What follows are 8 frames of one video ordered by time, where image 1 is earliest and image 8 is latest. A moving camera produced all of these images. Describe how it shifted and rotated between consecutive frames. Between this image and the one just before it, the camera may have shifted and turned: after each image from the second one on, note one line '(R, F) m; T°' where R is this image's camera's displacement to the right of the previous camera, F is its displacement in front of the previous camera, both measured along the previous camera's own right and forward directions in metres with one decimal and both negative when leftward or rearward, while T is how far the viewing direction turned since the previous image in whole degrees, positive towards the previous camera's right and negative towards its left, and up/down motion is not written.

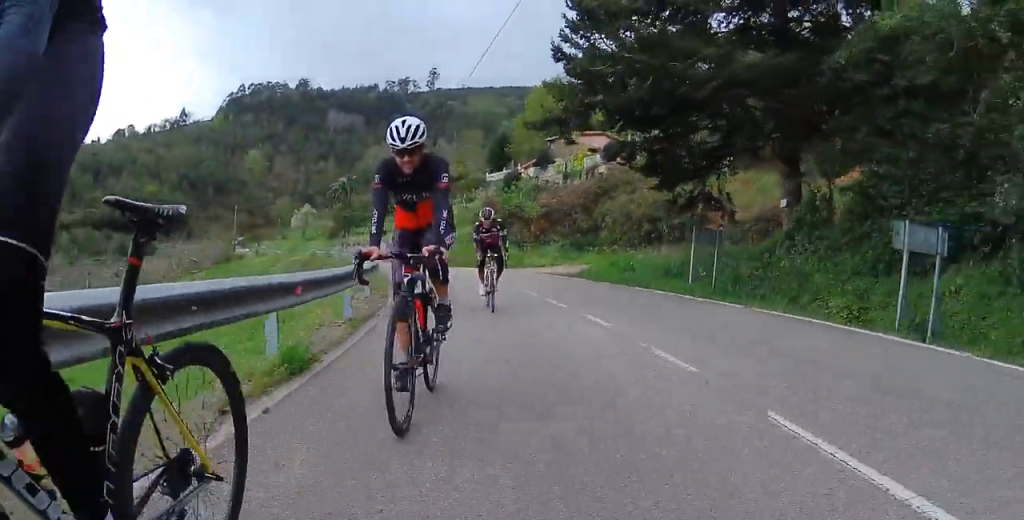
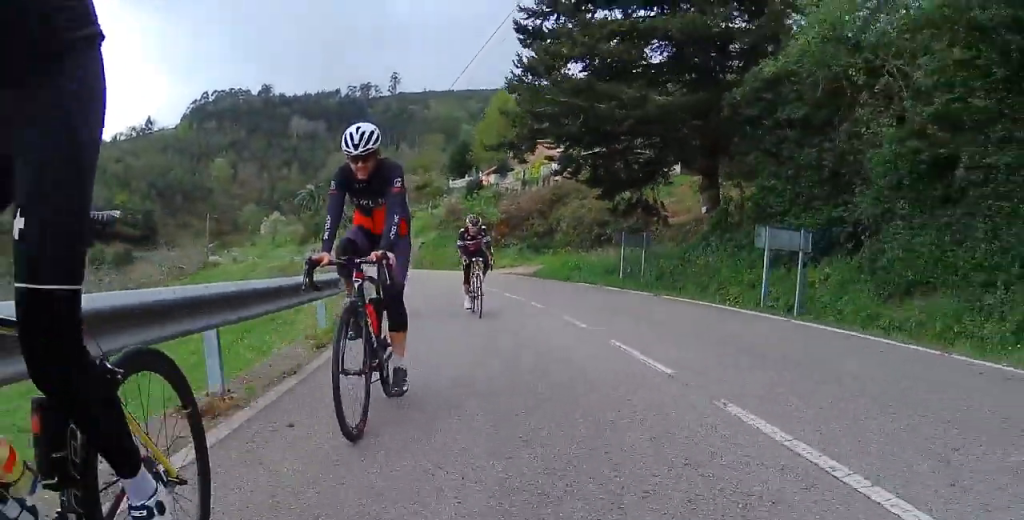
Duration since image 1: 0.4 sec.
(+0.1, +3.1) m; +2°
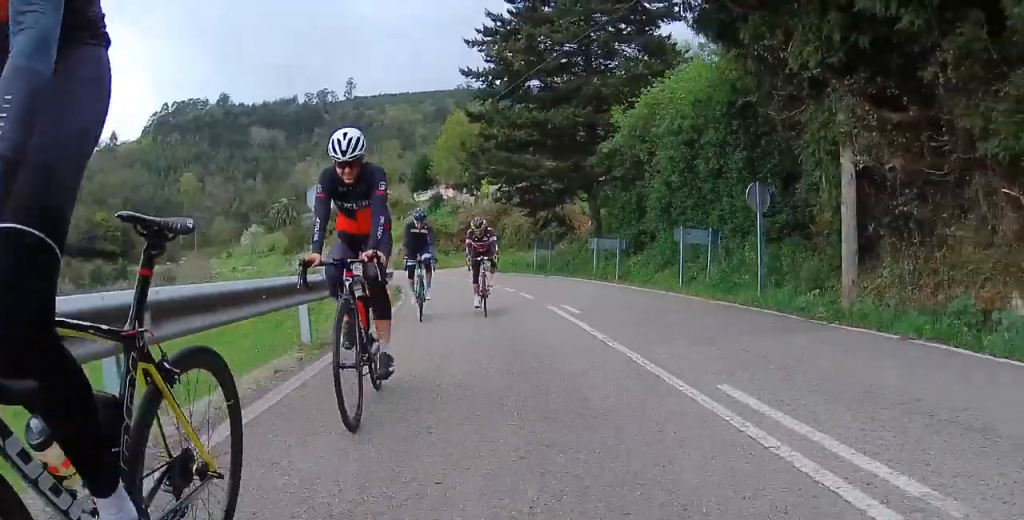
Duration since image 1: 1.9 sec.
(+0.2, +10.8) m; +1°
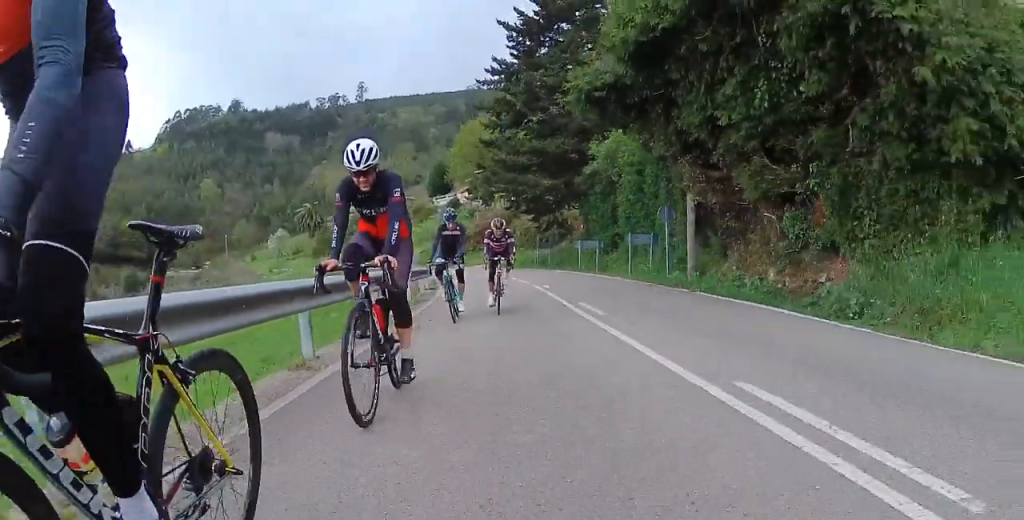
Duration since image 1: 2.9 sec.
(0.0, +7.3) m; 0°
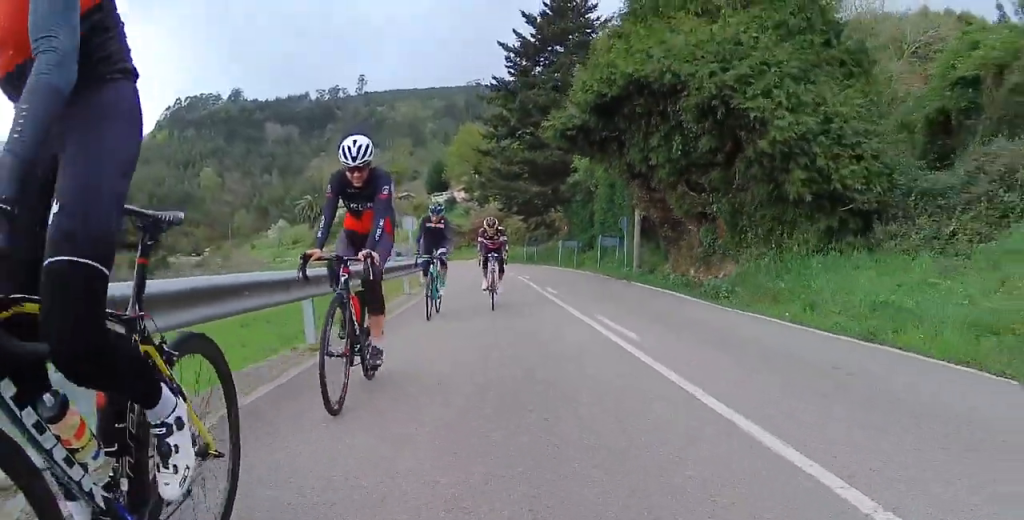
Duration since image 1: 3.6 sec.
(0.0, +4.6) m; 0°
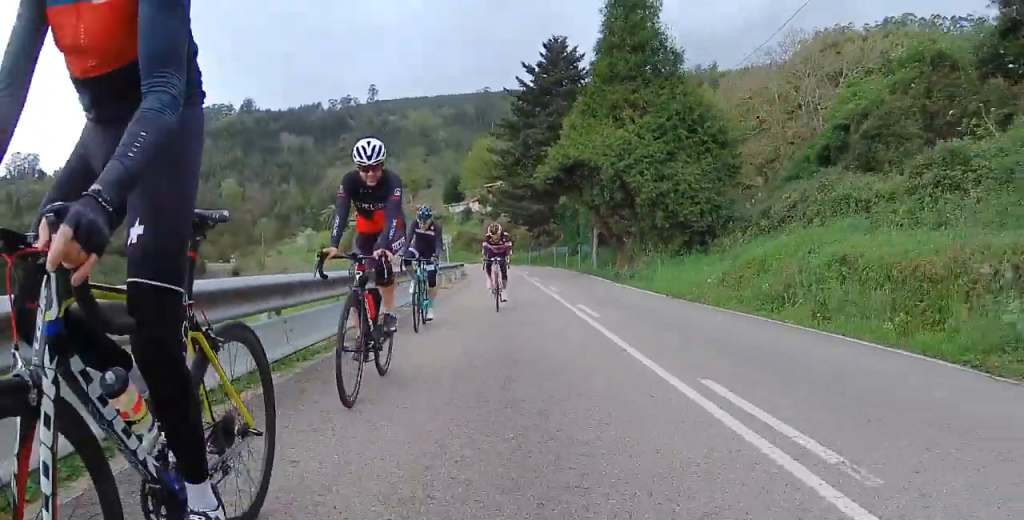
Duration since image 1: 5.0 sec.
(0.0, +10.7) m; 0°
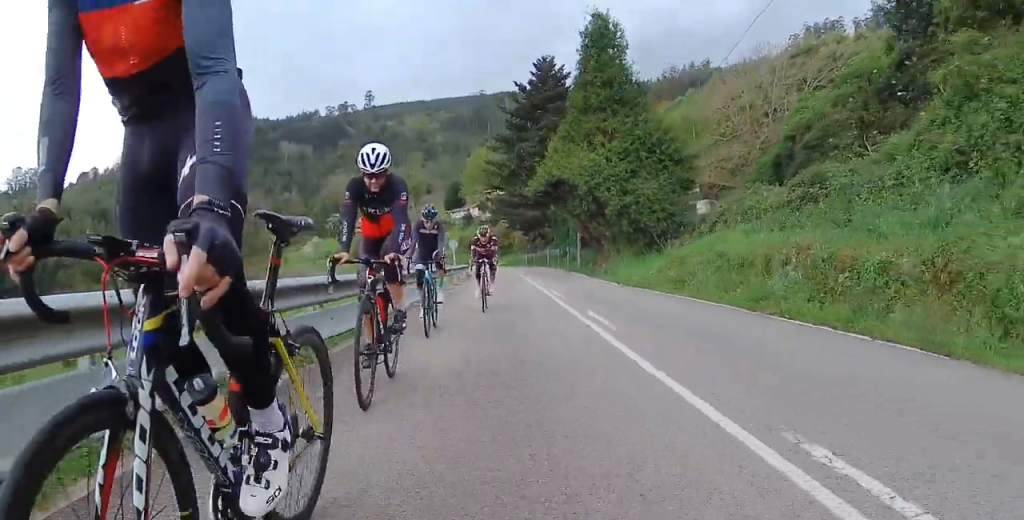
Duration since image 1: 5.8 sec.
(0.0, +5.6) m; 0°
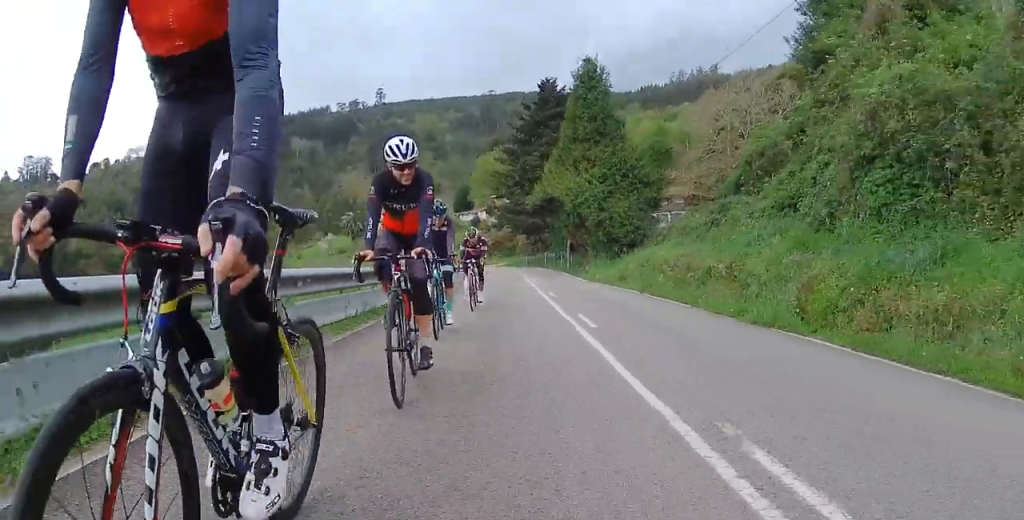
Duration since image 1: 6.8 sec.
(-0.1, +7.5) m; -2°
